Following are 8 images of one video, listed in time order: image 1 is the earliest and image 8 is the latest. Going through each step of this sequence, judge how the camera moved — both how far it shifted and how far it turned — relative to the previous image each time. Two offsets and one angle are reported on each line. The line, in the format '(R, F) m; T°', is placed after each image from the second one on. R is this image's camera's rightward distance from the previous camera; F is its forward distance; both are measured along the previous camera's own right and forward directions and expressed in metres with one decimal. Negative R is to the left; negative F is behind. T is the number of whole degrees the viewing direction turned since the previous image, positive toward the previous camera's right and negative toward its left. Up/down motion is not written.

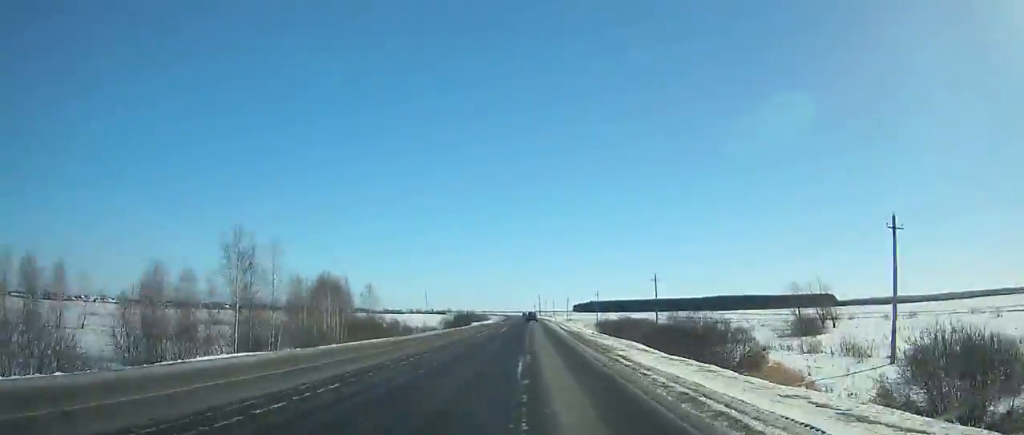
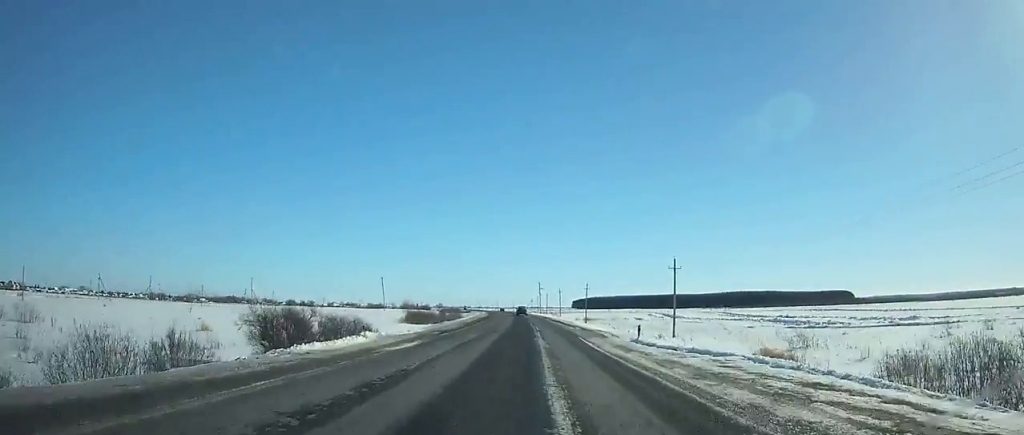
(+0.1, +78.0) m; 0°
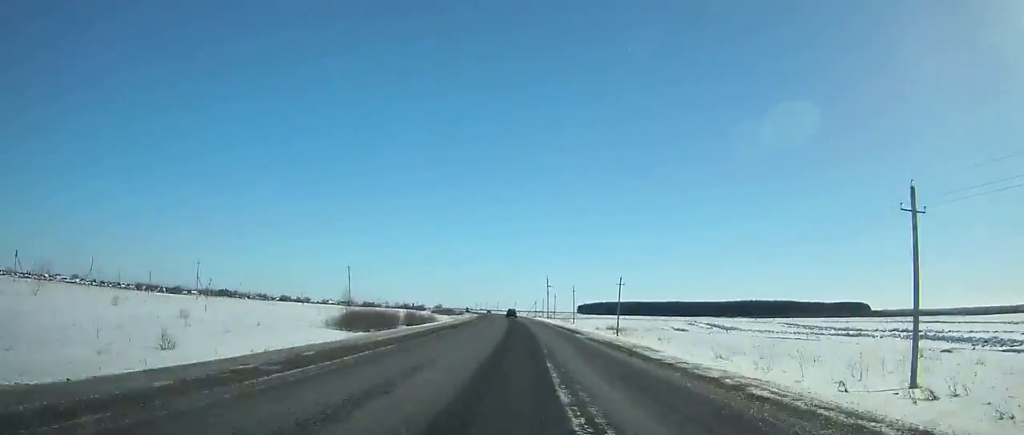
(0.0, +42.5) m; -1°
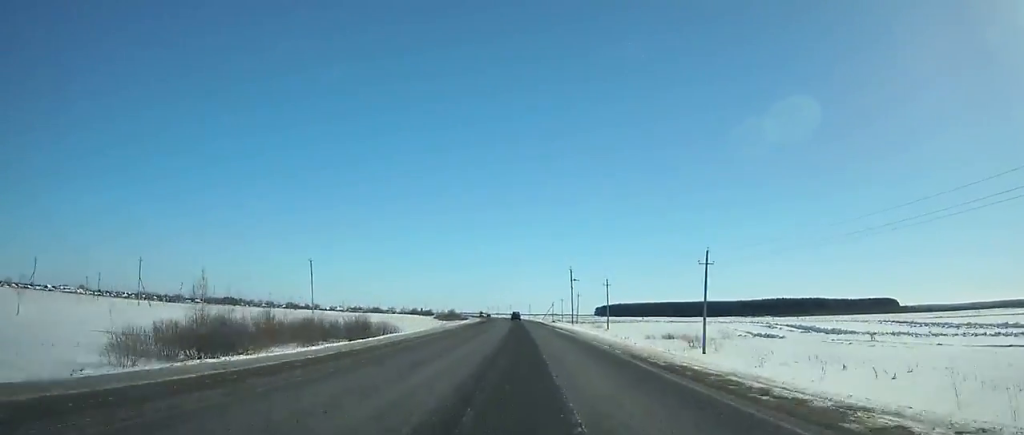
(-0.4, +38.3) m; -1°
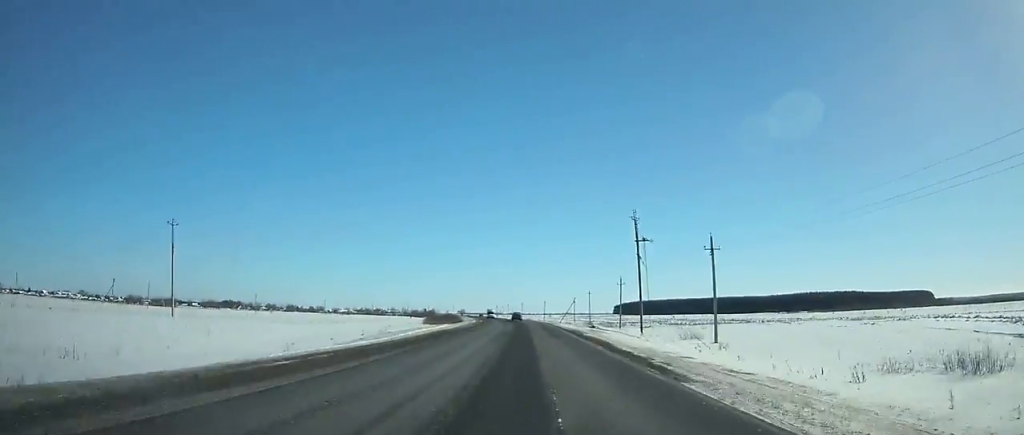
(-0.5, +54.7) m; -1°
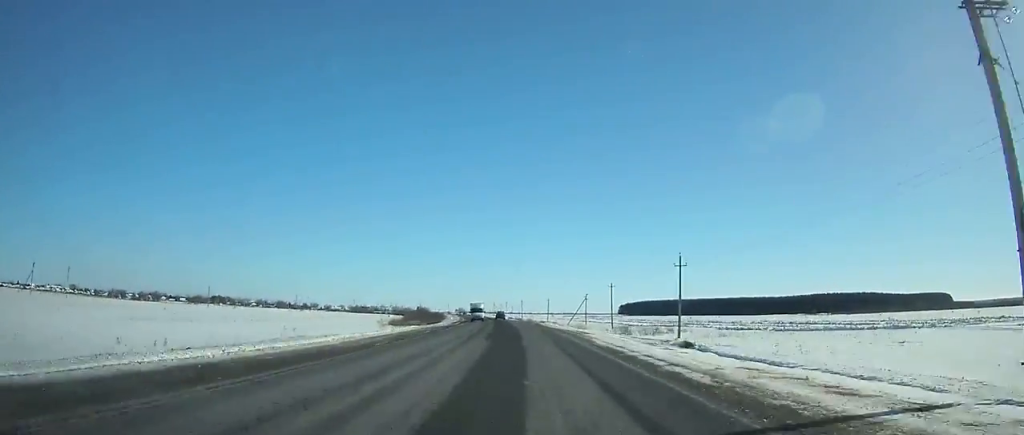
(-0.1, +39.0) m; -1°
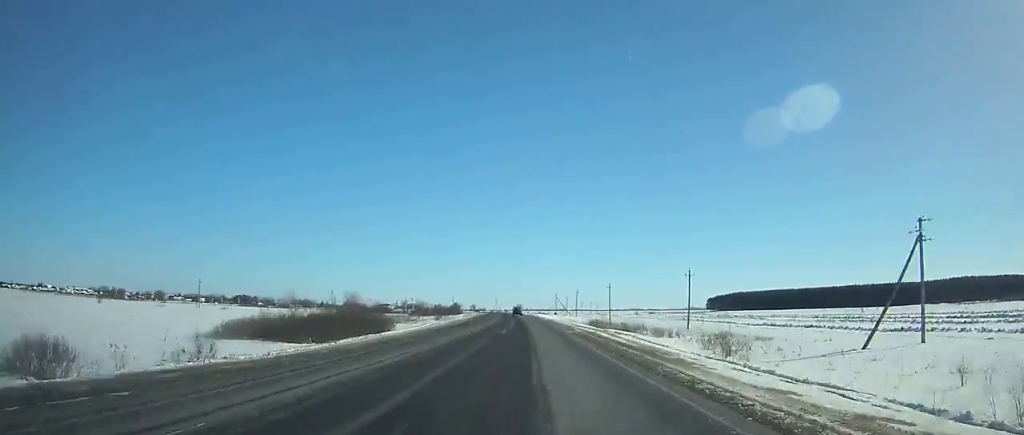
(-5.4, +130.5) m; -5°
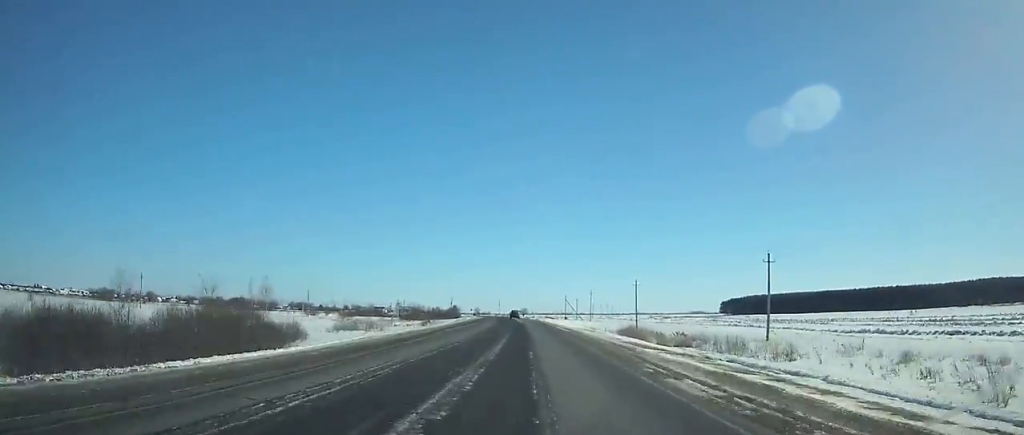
(-0.4, +28.0) m; -1°
